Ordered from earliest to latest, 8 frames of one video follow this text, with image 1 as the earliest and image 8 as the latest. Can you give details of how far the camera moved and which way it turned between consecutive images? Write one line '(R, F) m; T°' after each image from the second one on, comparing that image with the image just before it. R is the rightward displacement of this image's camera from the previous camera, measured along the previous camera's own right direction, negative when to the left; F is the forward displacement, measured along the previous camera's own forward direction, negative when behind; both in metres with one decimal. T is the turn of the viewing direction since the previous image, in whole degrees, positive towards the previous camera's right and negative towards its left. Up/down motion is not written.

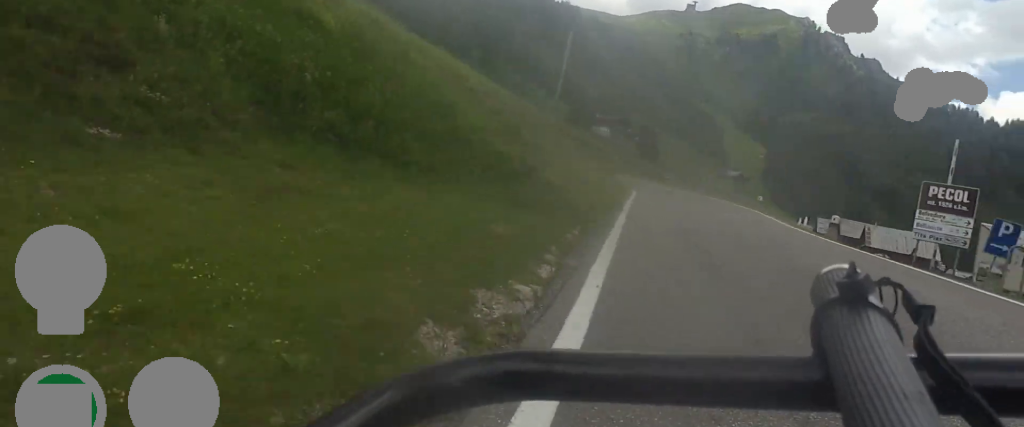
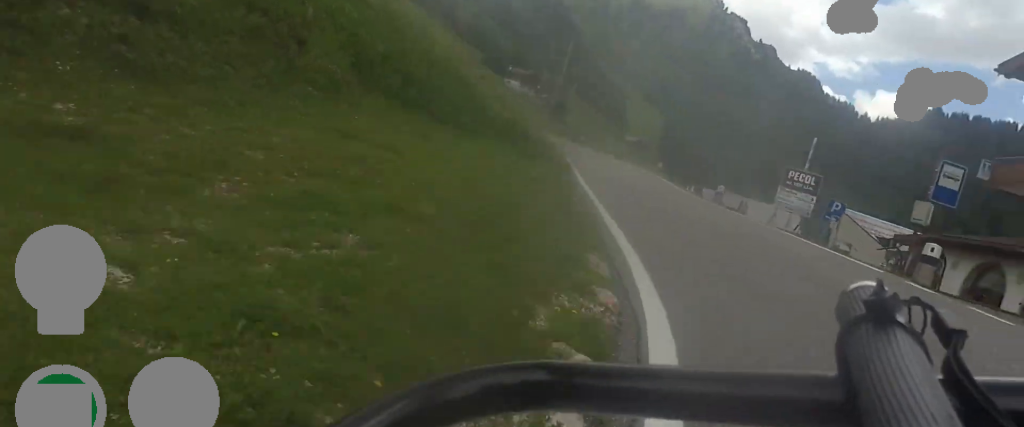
(-0.5, +5.6) m; +10°
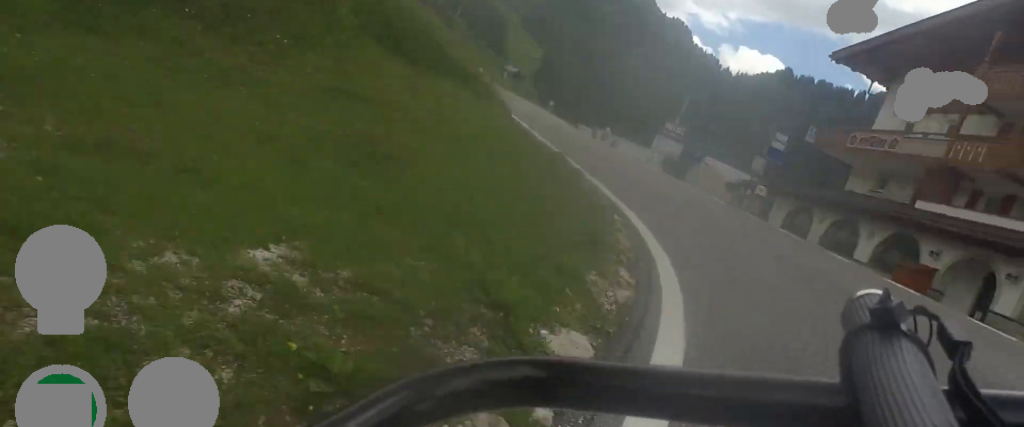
(+1.2, +4.4) m; +11°
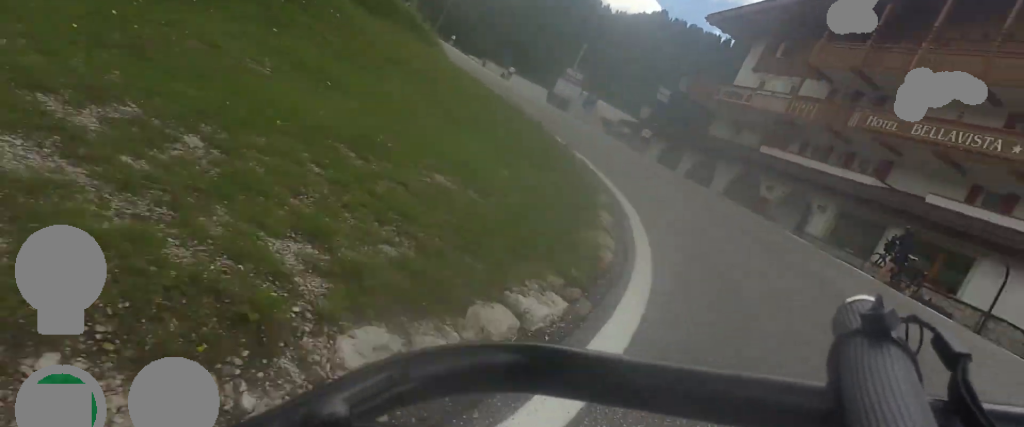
(+0.5, +4.0) m; +10°
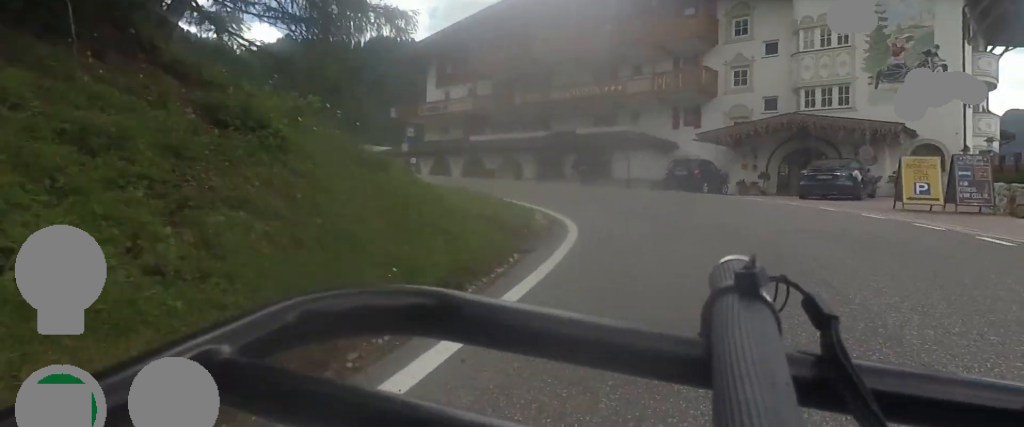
(+1.3, +11.8) m; +8°
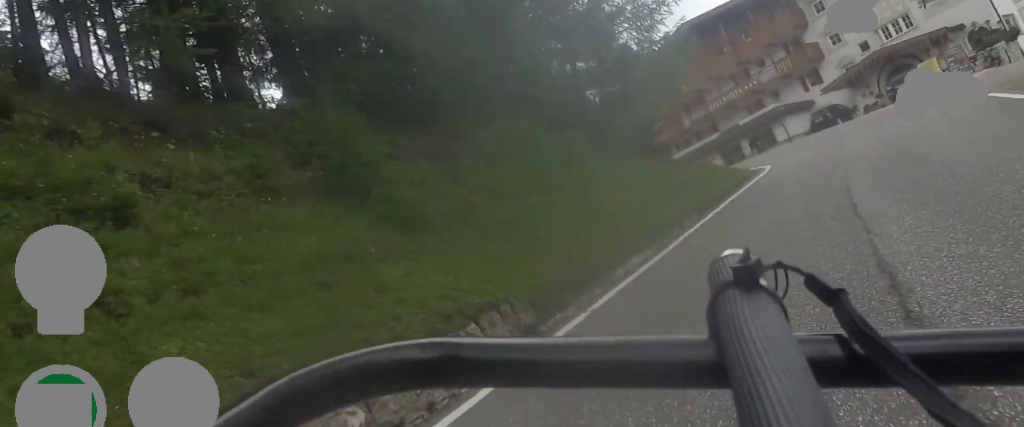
(+1.0, +16.9) m; +1°
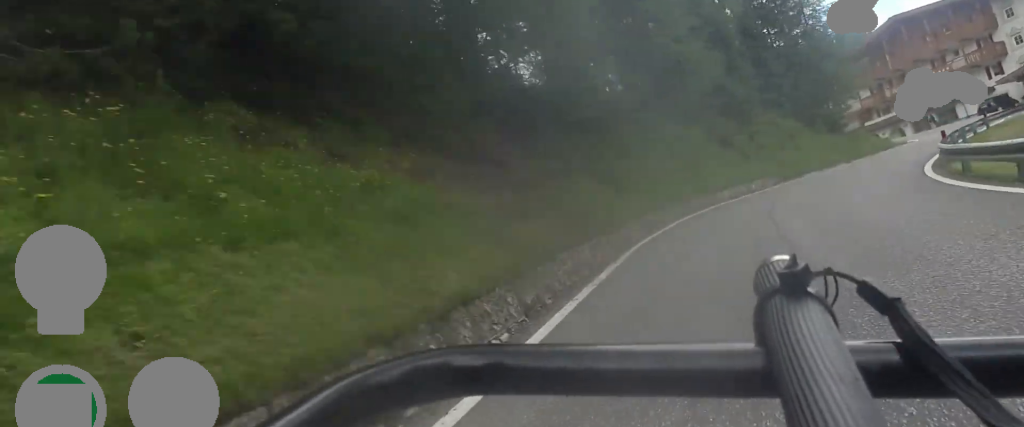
(-2.9, +20.9) m; -16°
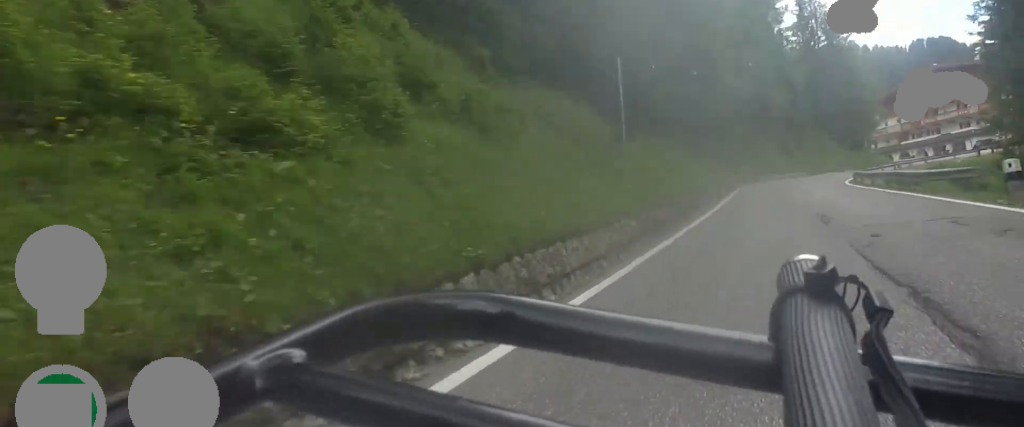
(-1.7, +25.8) m; -8°
